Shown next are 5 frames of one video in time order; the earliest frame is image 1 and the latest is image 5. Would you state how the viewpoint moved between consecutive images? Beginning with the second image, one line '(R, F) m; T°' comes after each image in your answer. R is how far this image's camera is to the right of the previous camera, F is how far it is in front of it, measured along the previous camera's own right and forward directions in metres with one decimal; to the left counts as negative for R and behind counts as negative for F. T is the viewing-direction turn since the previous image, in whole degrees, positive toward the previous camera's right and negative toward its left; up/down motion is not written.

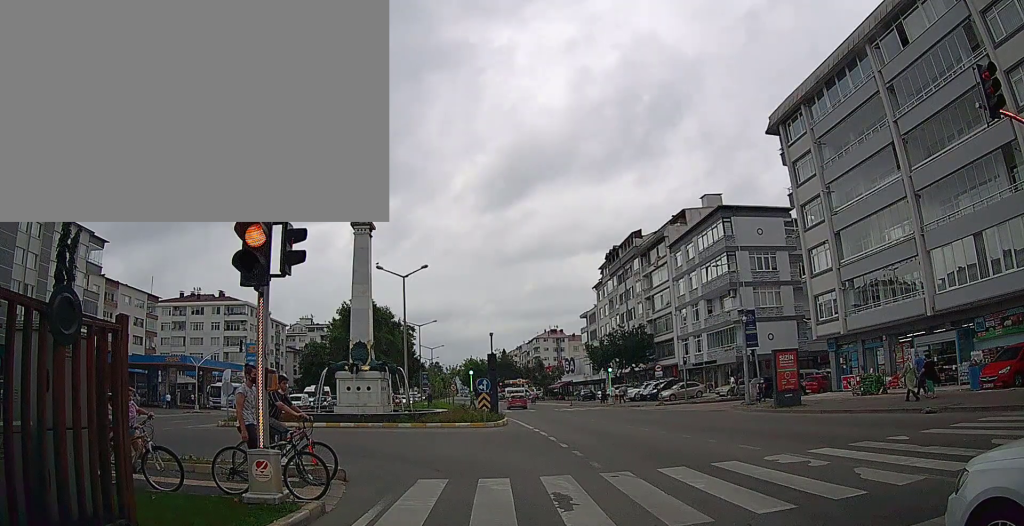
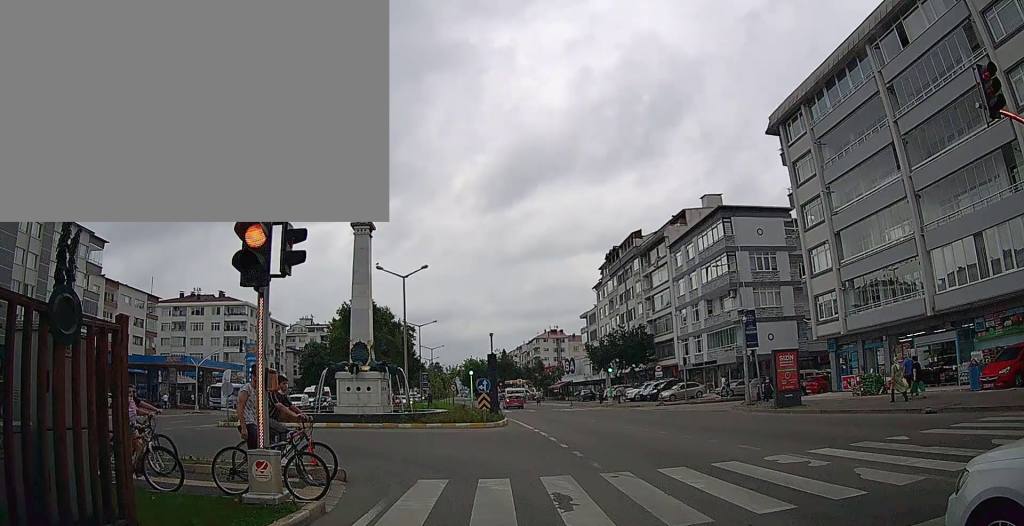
(0.0, 0.0) m; 0°
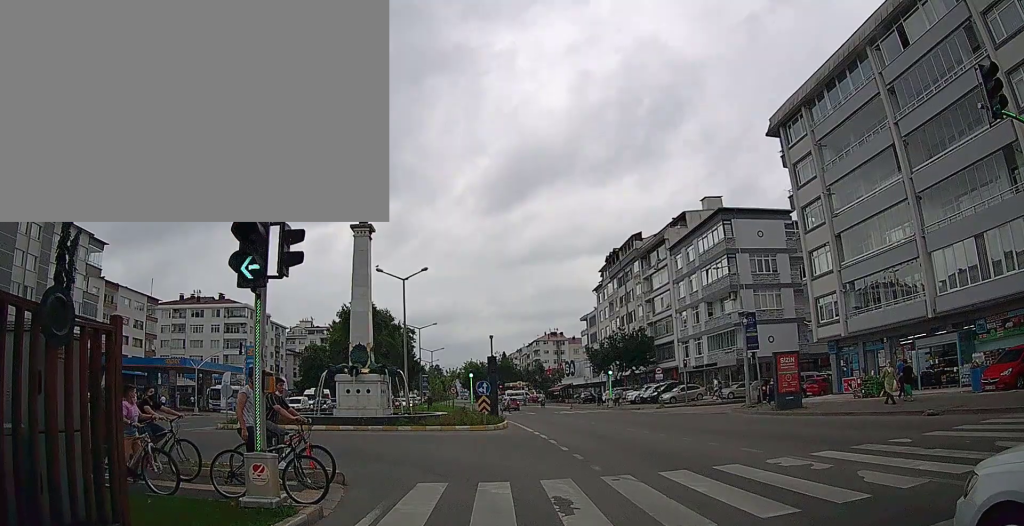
(0.0, 0.0) m; 0°
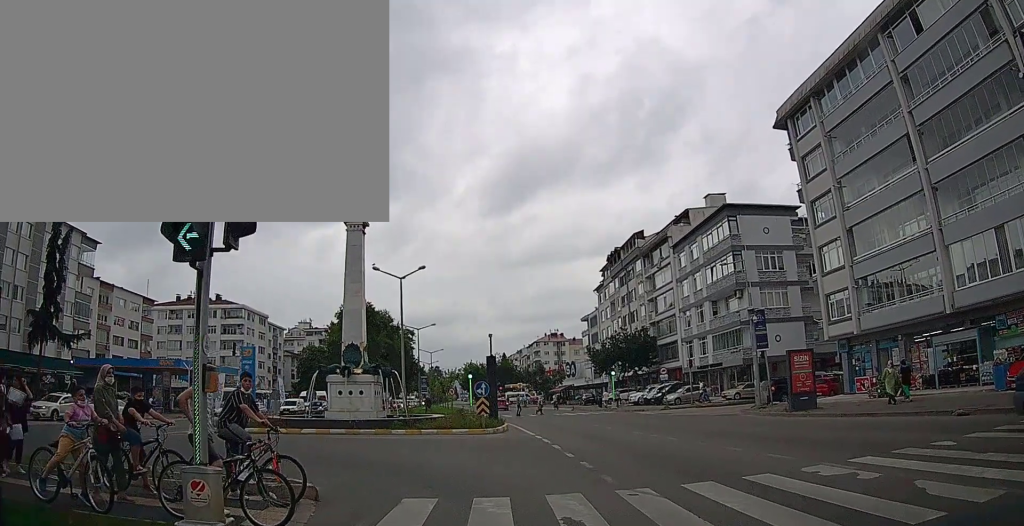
(0.0, +0.6) m; 0°
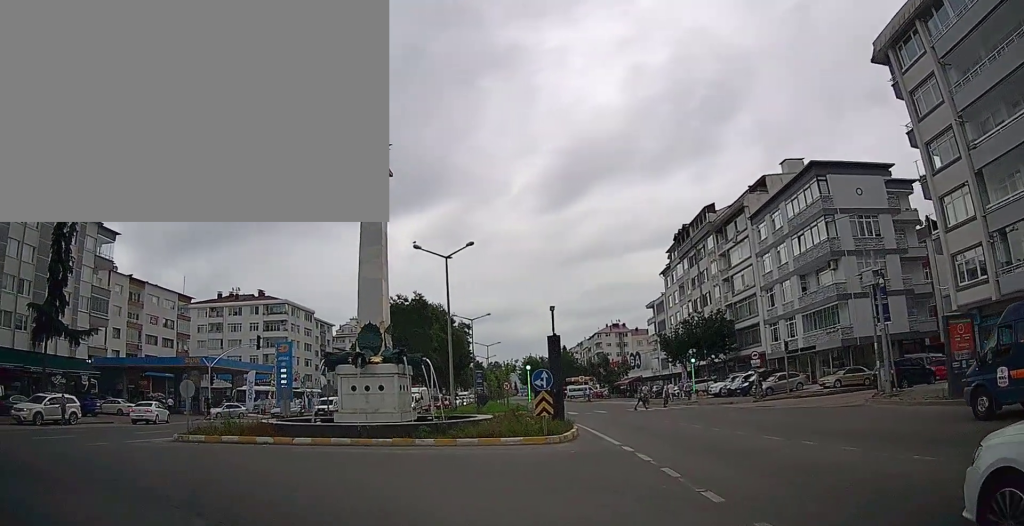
(-0.1, +5.2) m; -9°
